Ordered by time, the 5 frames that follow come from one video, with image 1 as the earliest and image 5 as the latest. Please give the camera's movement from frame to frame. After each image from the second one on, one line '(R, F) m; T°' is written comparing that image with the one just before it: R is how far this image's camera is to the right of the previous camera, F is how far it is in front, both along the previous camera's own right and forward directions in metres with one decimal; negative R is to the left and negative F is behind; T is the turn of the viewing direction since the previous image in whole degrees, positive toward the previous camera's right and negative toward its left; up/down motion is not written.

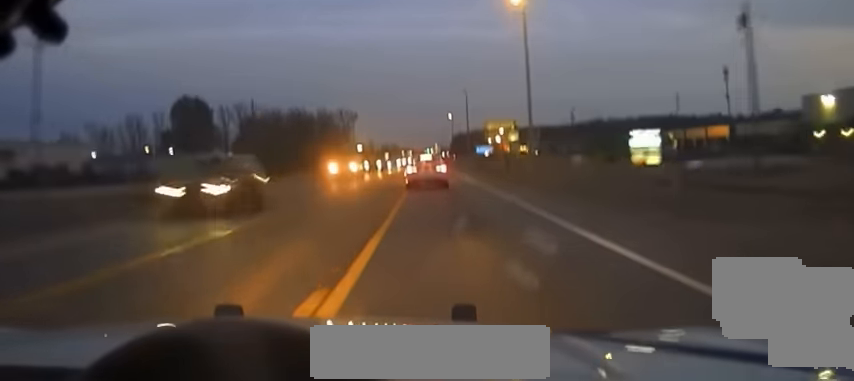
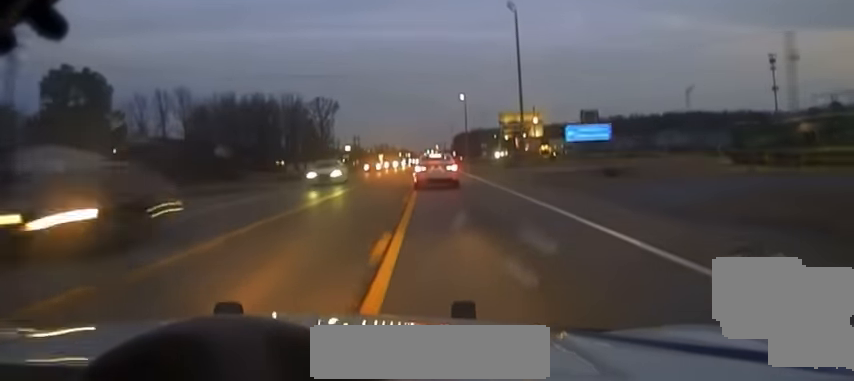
(+0.2, +64.2) m; 0°
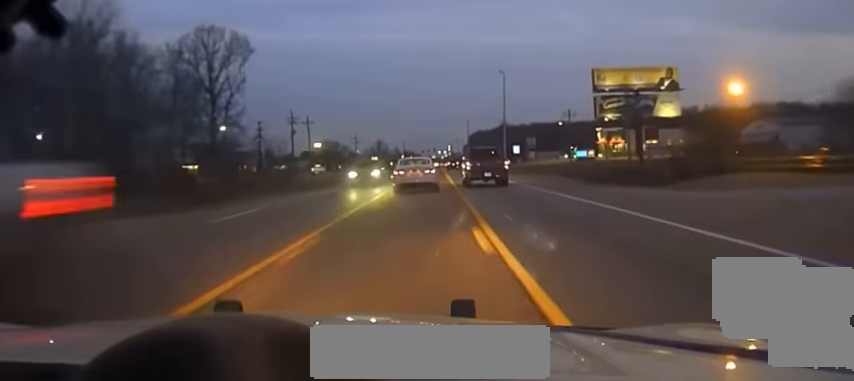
(-0.6, +126.4) m; 0°
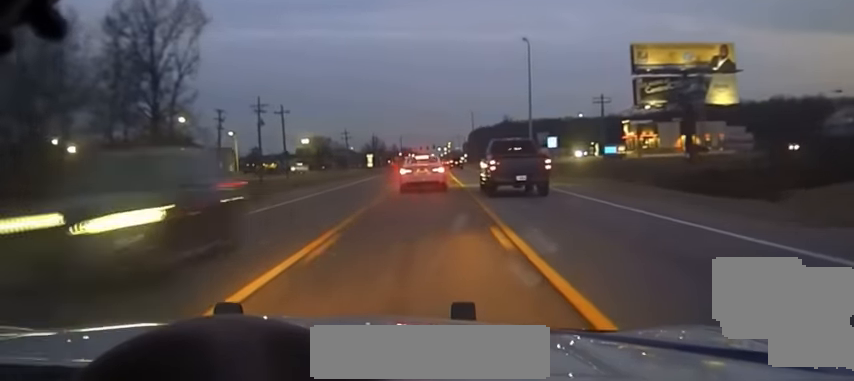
(0.0, +22.1) m; 0°
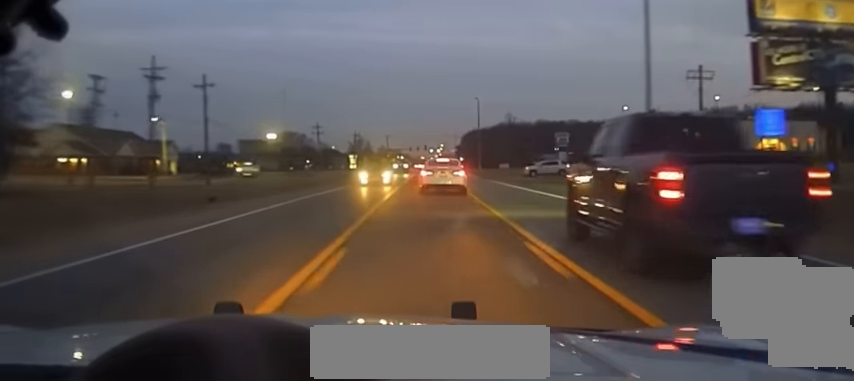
(0.0, +41.1) m; 0°
